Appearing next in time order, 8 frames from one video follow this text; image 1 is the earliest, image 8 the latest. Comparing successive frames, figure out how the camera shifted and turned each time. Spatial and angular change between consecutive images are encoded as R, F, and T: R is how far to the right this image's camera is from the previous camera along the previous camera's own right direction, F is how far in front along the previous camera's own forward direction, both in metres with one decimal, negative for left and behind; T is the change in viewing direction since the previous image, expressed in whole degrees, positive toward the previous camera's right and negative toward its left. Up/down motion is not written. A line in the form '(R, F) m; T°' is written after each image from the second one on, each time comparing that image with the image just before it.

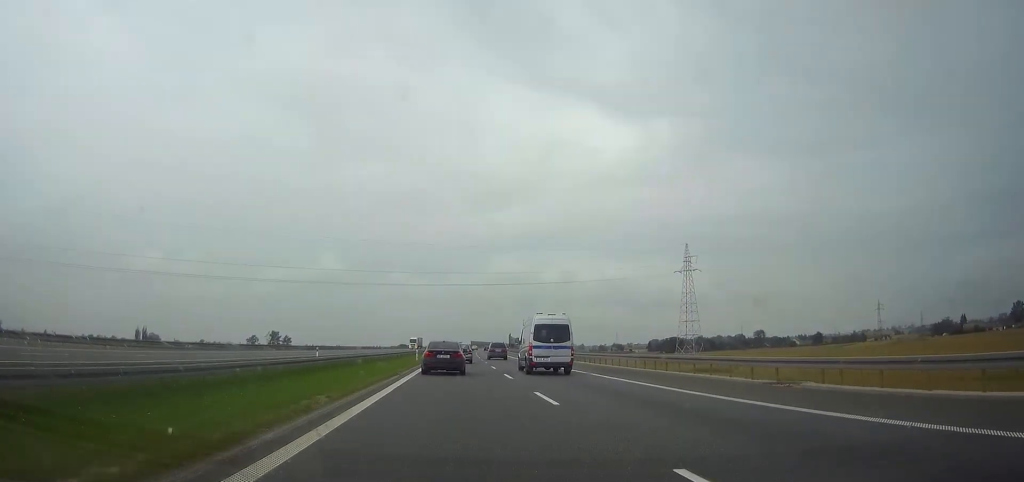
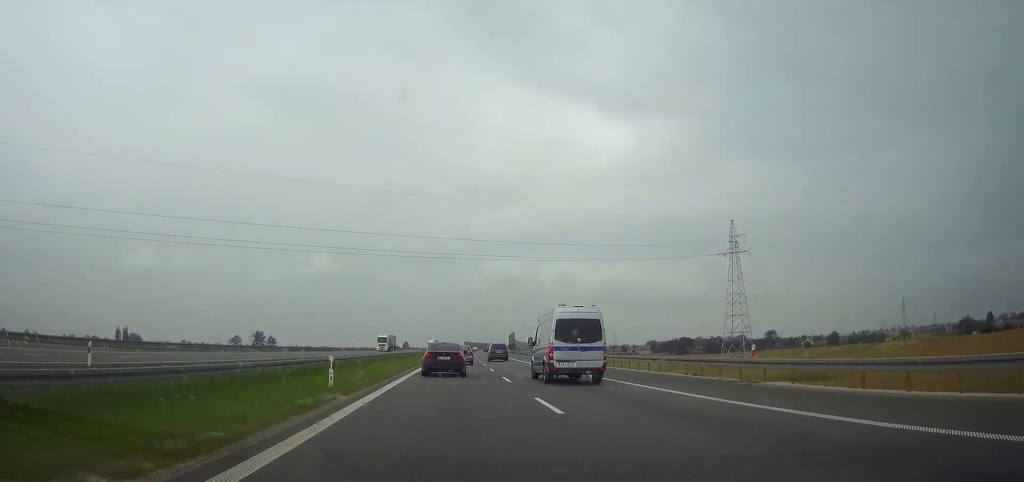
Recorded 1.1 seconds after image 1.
(+0.1, +36.6) m; 0°
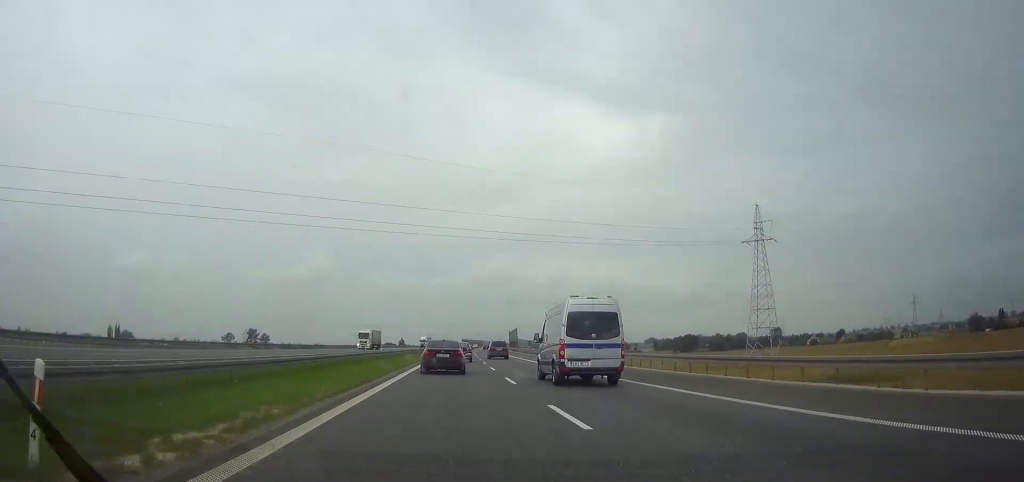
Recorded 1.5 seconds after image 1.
(0.0, +14.3) m; 0°
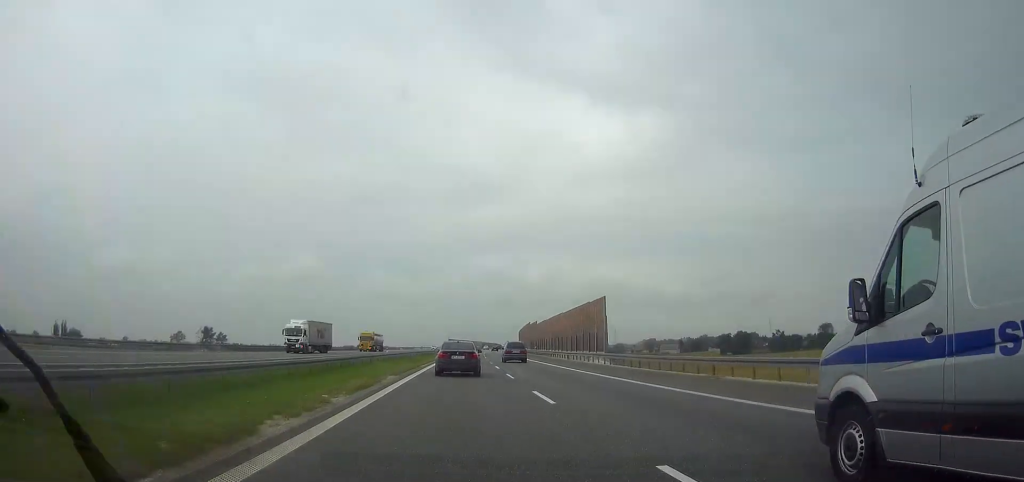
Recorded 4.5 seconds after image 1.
(+0.5, +96.7) m; +1°
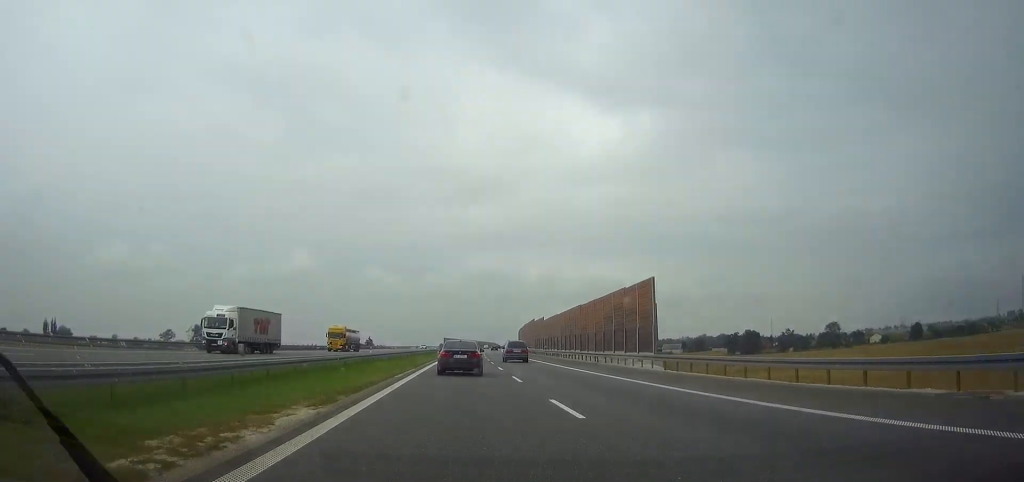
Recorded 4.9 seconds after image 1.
(+0.1, +15.0) m; 0°
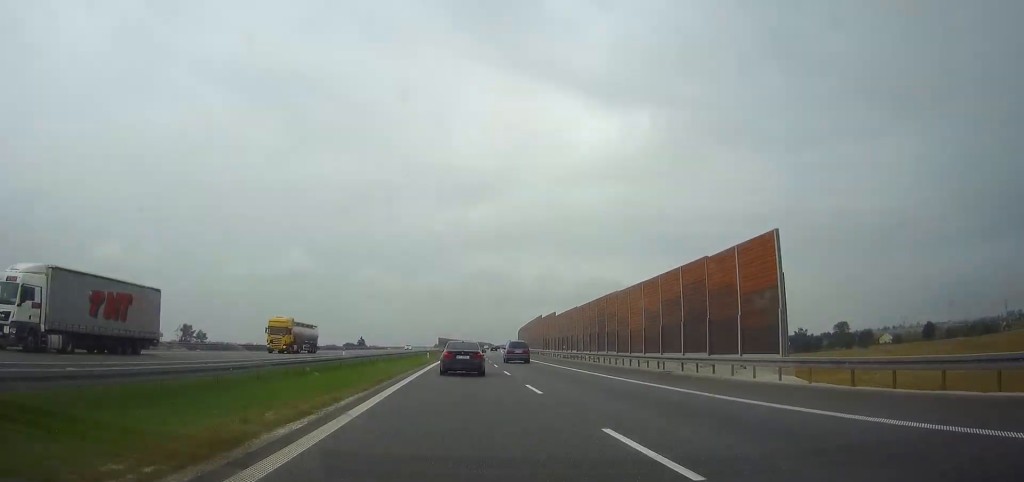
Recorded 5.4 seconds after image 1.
(0.0, +17.3) m; 0°
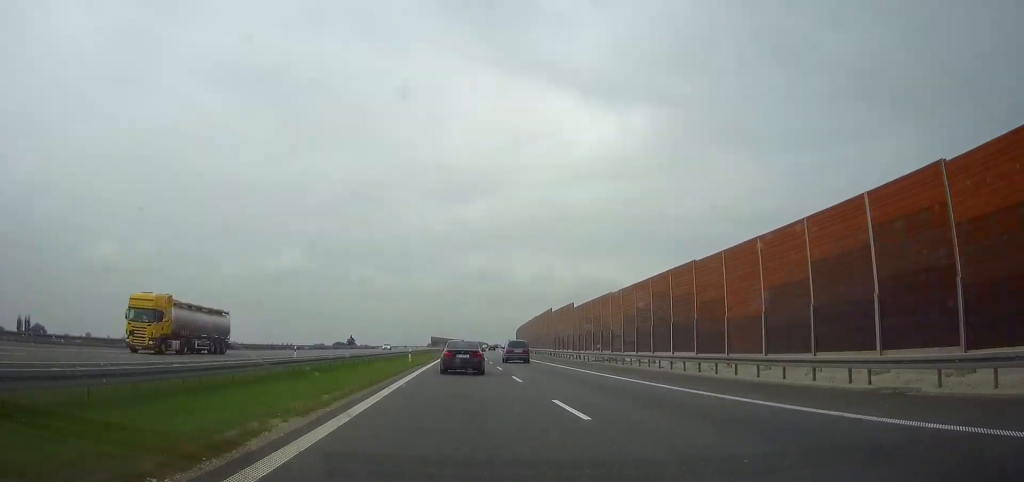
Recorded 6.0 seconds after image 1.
(+0.1, +19.3) m; 0°
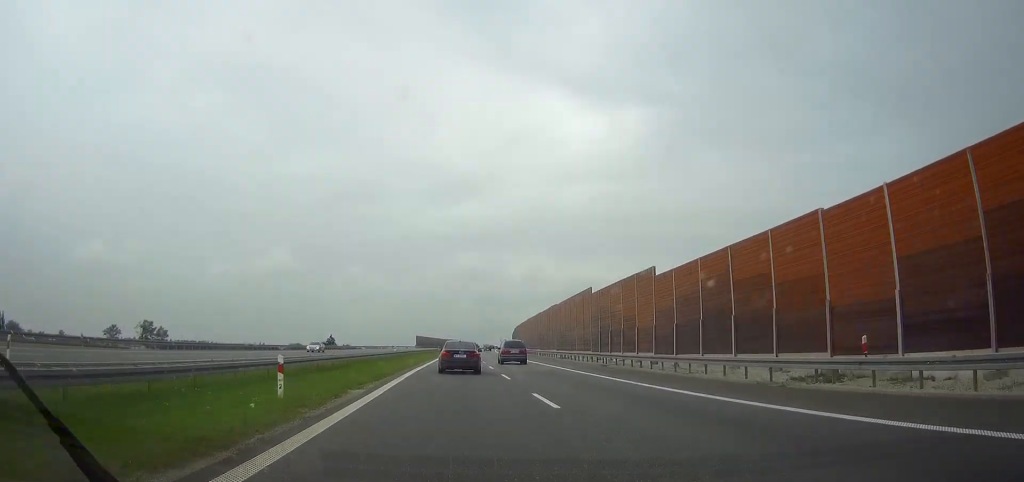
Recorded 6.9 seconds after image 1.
(+0.3, +35.3) m; +1°
